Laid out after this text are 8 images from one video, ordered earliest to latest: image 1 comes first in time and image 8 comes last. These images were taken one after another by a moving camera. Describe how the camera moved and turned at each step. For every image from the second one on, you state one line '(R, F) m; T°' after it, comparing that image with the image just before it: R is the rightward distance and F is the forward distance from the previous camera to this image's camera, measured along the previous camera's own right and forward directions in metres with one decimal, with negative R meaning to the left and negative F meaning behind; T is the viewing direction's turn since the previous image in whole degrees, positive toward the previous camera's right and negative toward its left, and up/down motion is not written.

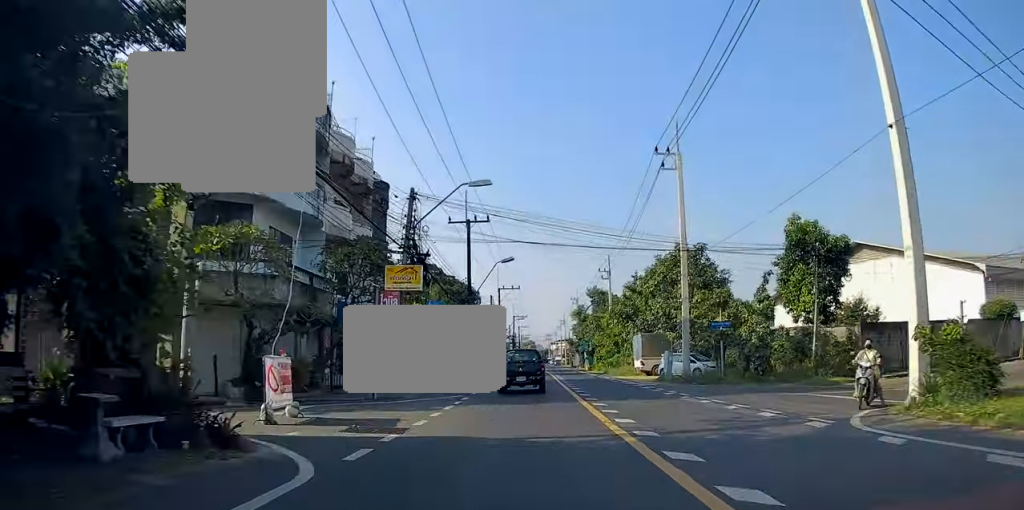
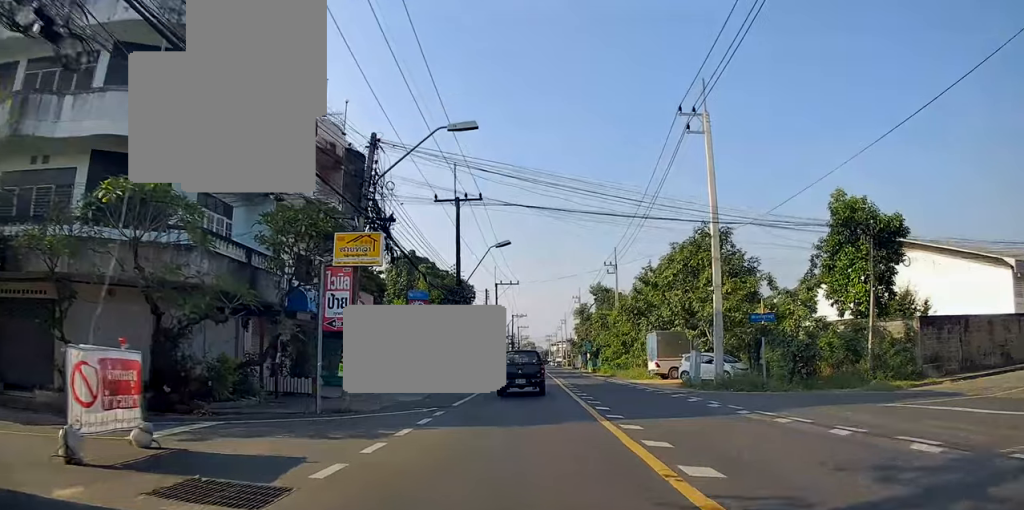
(+0.6, +6.1) m; +2°
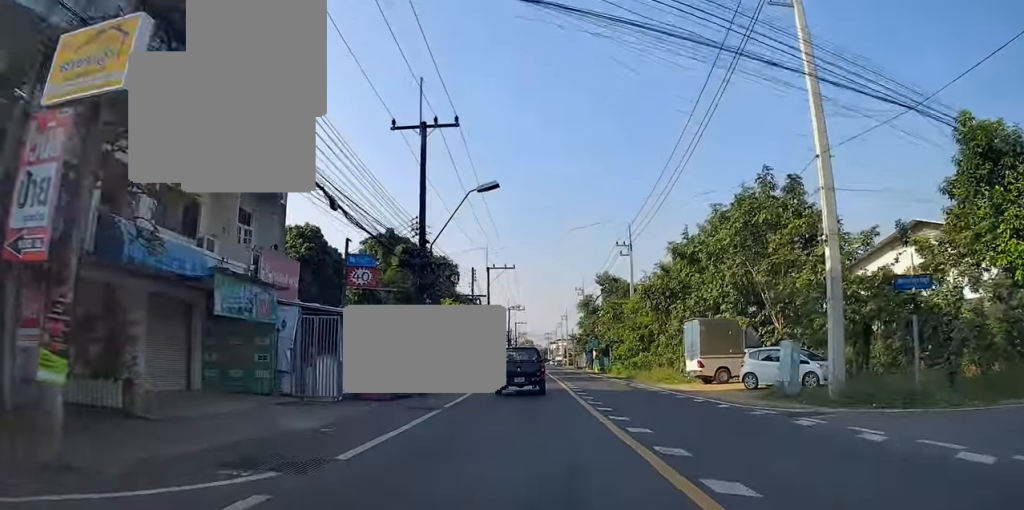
(-0.2, +11.1) m; -2°
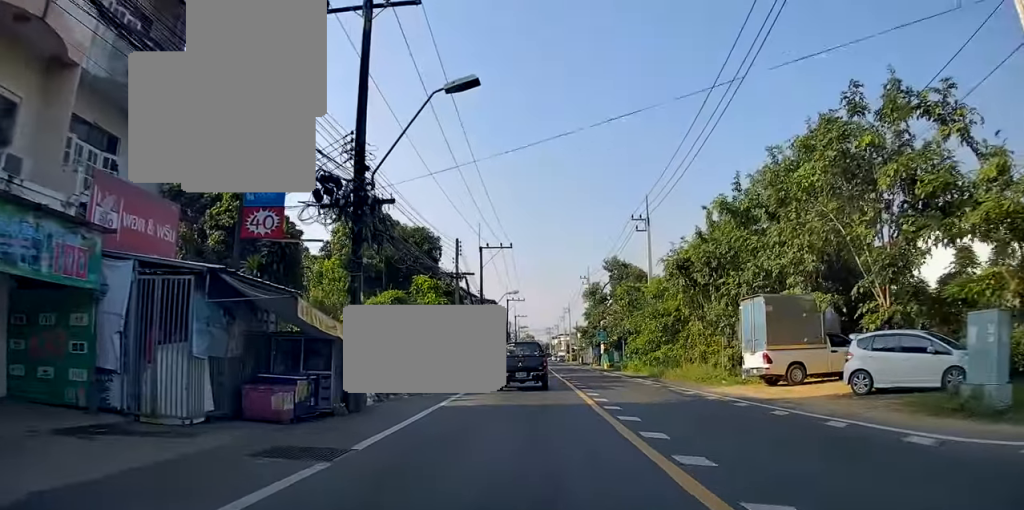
(-0.1, +9.1) m; 0°
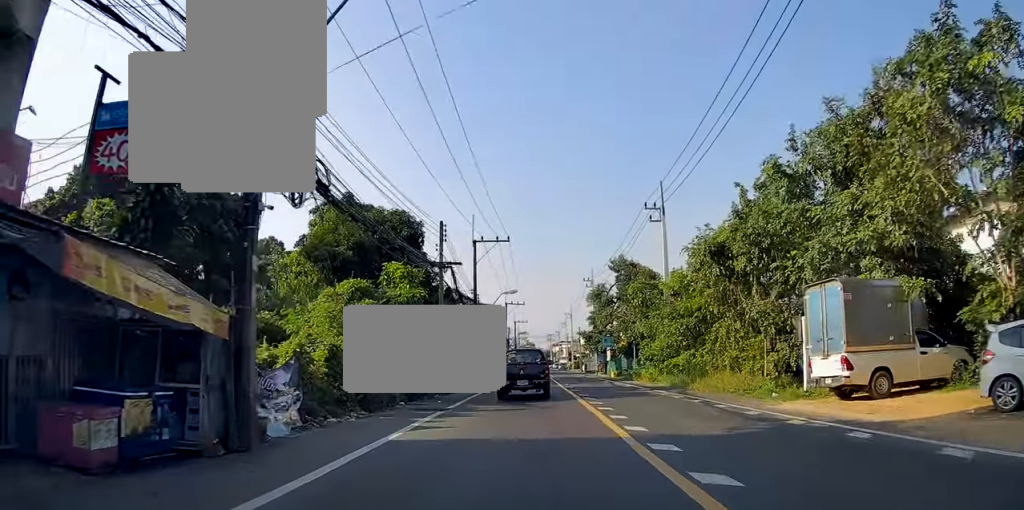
(0.0, +5.8) m; 0°
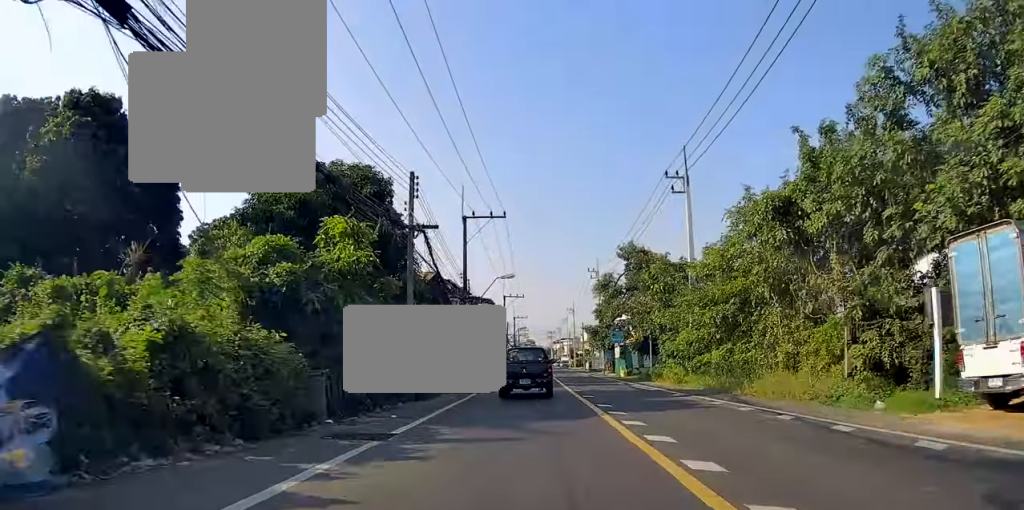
(0.0, +7.0) m; 0°
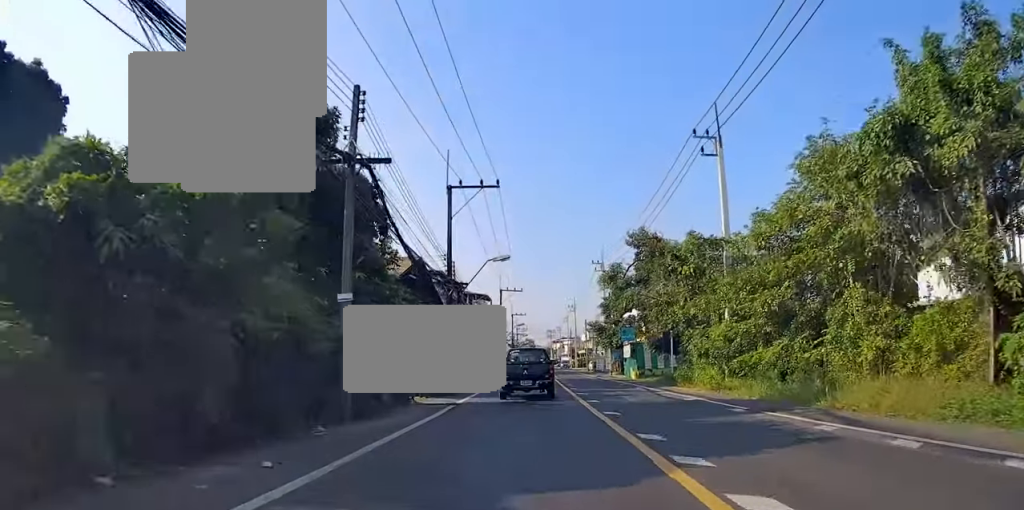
(0.0, +6.3) m; -2°
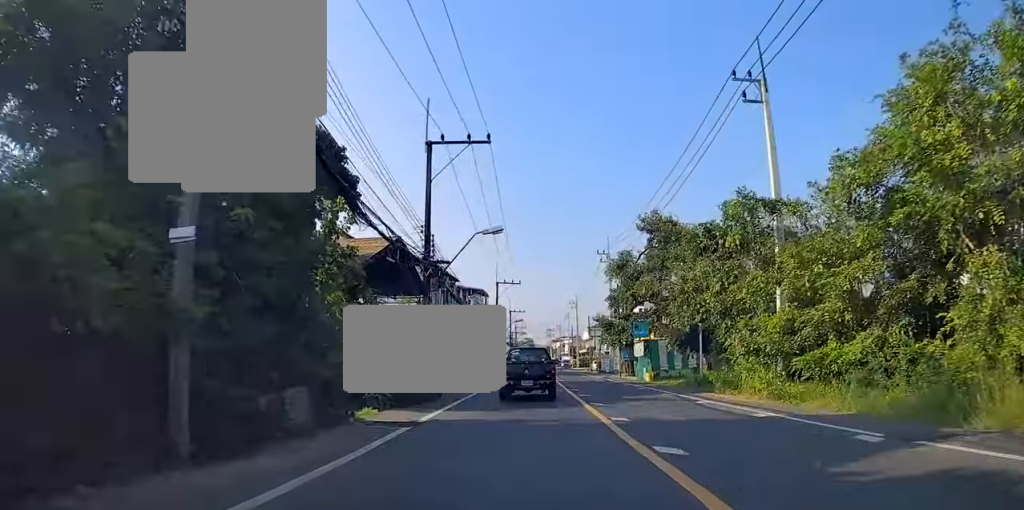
(+0.2, +6.4) m; -3°
